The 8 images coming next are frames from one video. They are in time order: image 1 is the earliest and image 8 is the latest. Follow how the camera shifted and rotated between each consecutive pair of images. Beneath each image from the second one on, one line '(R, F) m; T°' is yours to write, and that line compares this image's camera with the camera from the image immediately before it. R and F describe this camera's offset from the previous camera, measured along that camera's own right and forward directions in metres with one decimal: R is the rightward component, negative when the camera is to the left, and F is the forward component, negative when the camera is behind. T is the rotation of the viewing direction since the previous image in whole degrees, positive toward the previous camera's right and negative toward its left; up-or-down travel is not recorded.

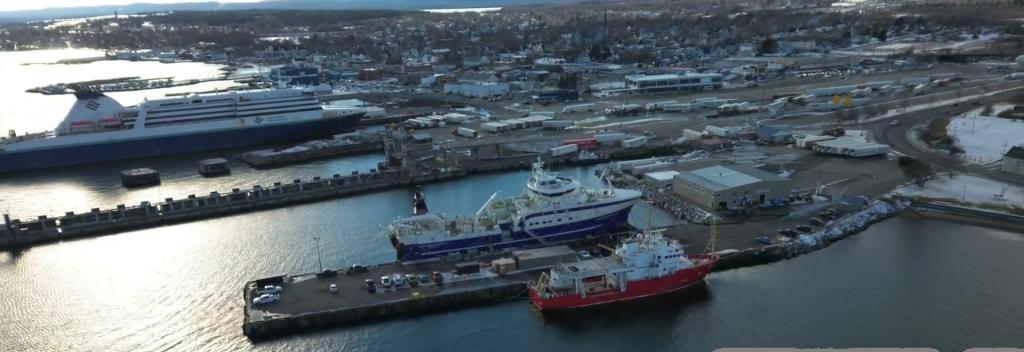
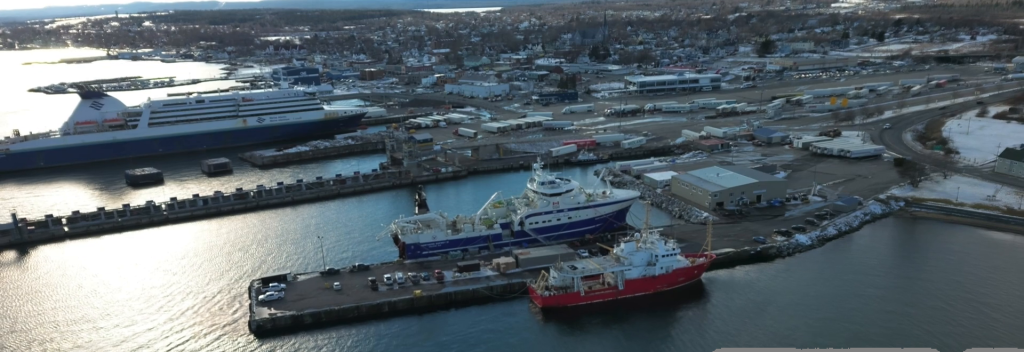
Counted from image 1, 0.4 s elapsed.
(0.0, +3.7) m; 0°
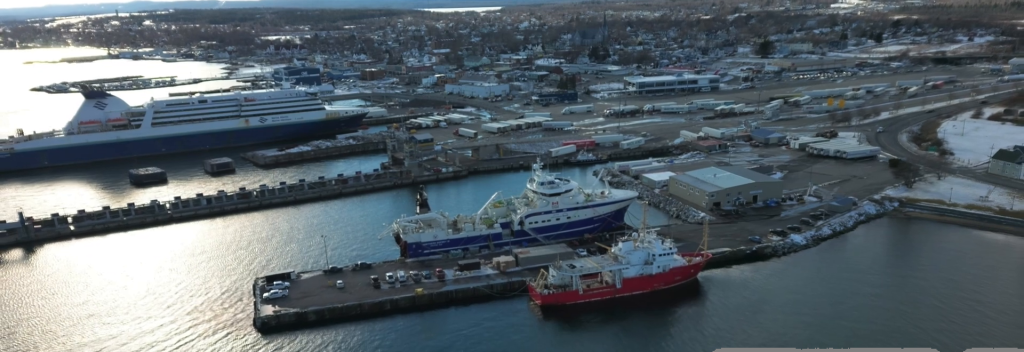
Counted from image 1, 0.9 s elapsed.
(0.0, +3.7) m; 0°
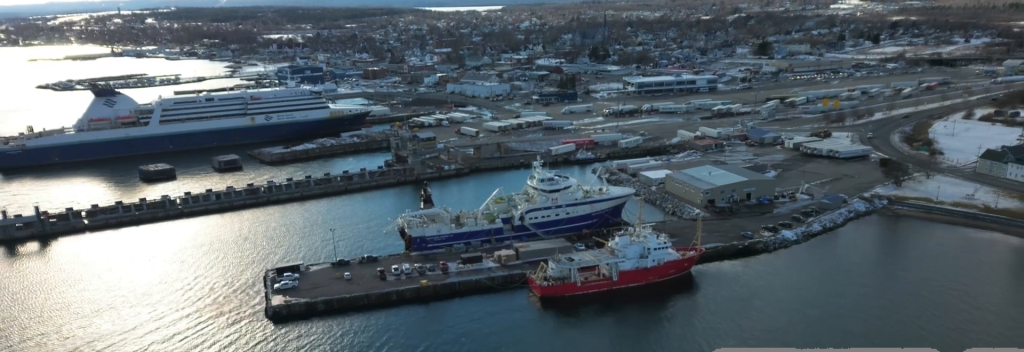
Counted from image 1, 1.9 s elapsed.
(0.0, +8.6) m; 0°
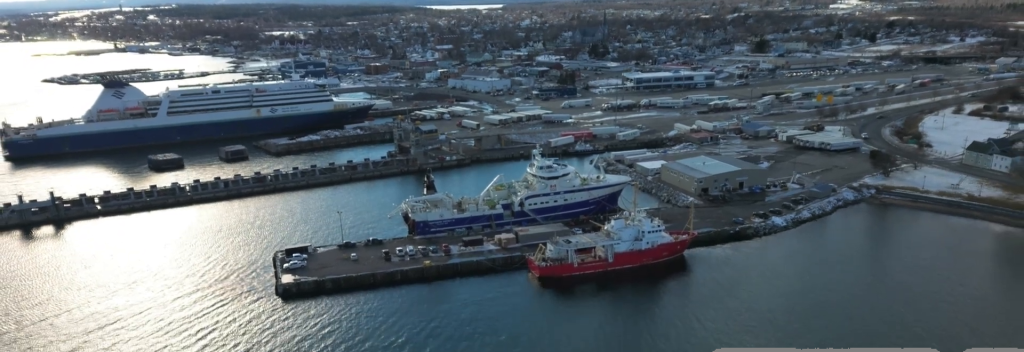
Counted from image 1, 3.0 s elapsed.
(0.0, +9.7) m; 0°
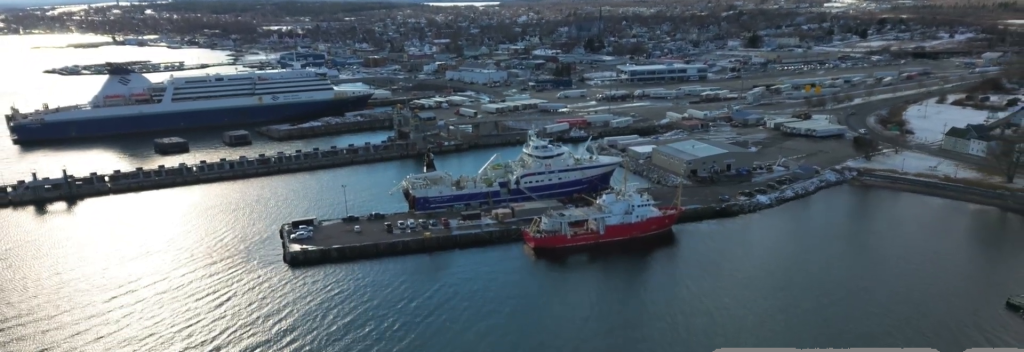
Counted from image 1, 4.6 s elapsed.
(0.0, +12.8) m; 0°
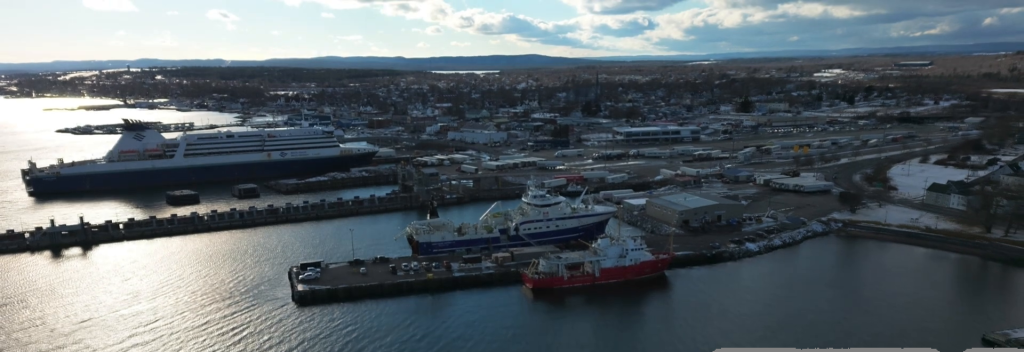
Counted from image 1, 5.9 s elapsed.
(+0.1, +11.6) m; 0°
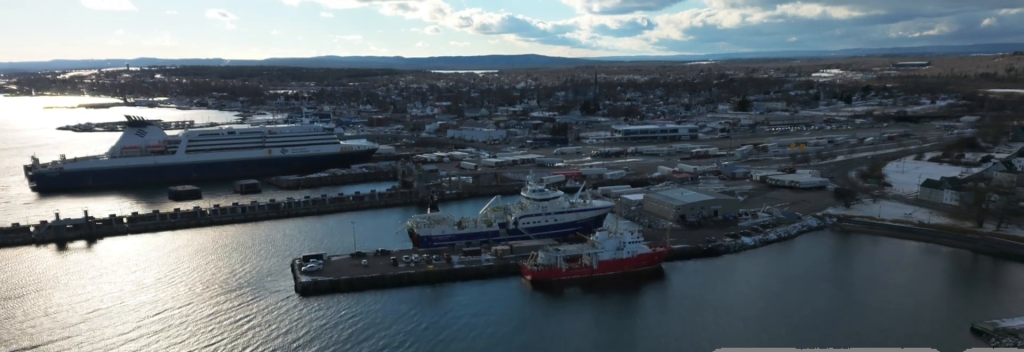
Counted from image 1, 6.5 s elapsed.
(0.0, +4.5) m; 0°
